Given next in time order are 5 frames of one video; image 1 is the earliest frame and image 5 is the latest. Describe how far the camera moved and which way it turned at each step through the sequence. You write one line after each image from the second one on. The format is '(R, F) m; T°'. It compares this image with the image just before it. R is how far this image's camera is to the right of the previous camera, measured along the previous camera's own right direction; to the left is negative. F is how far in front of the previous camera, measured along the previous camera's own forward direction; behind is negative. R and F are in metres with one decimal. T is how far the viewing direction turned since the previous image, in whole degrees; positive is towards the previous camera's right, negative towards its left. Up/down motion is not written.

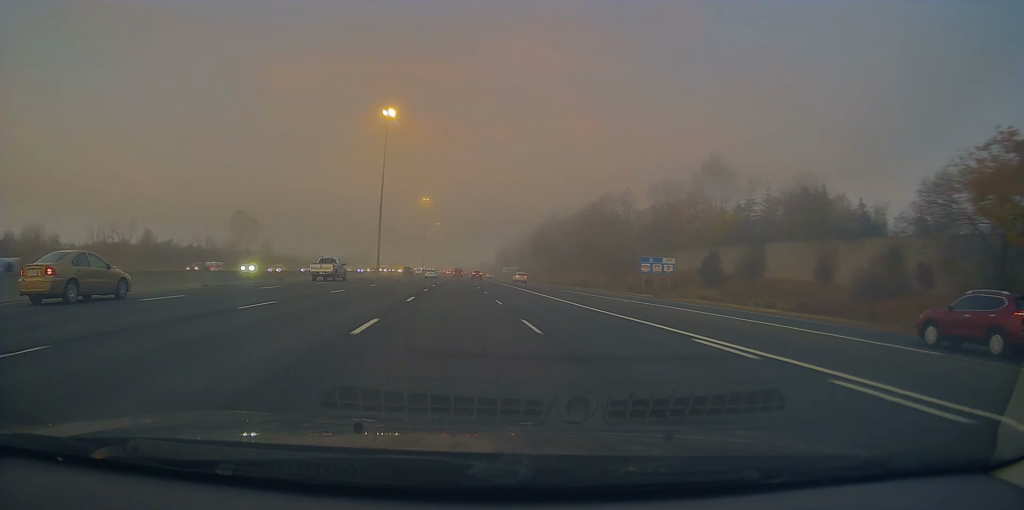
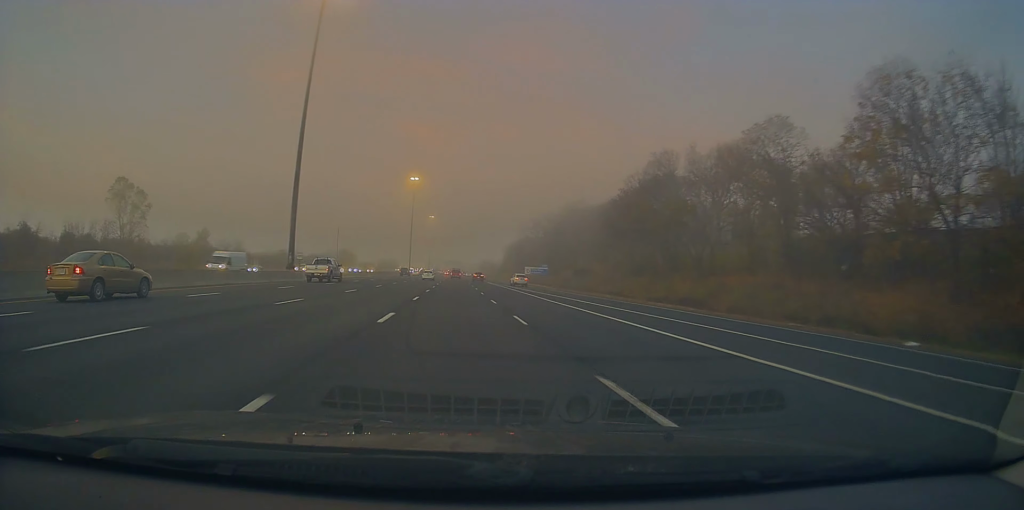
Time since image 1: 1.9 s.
(-0.7, +64.5) m; -1°
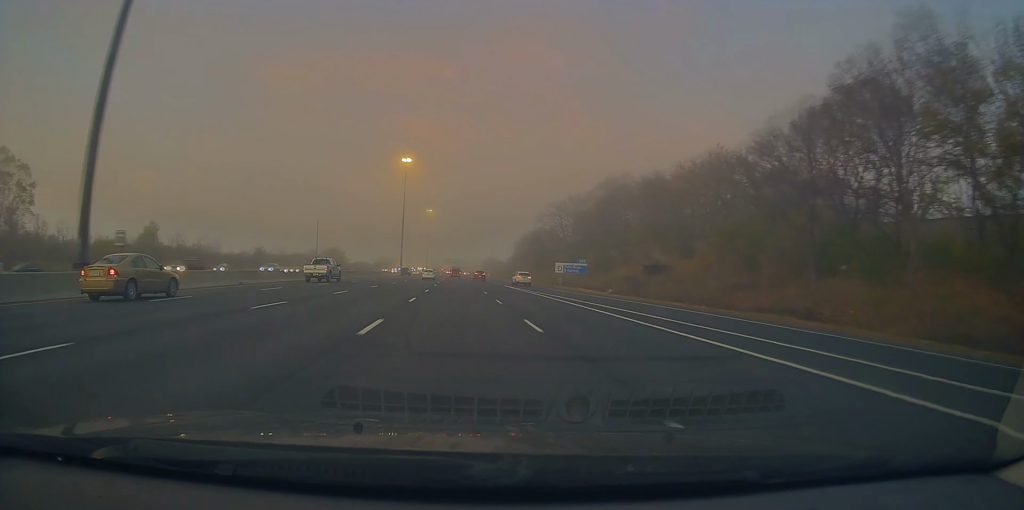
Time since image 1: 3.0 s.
(+0.1, +35.2) m; 0°
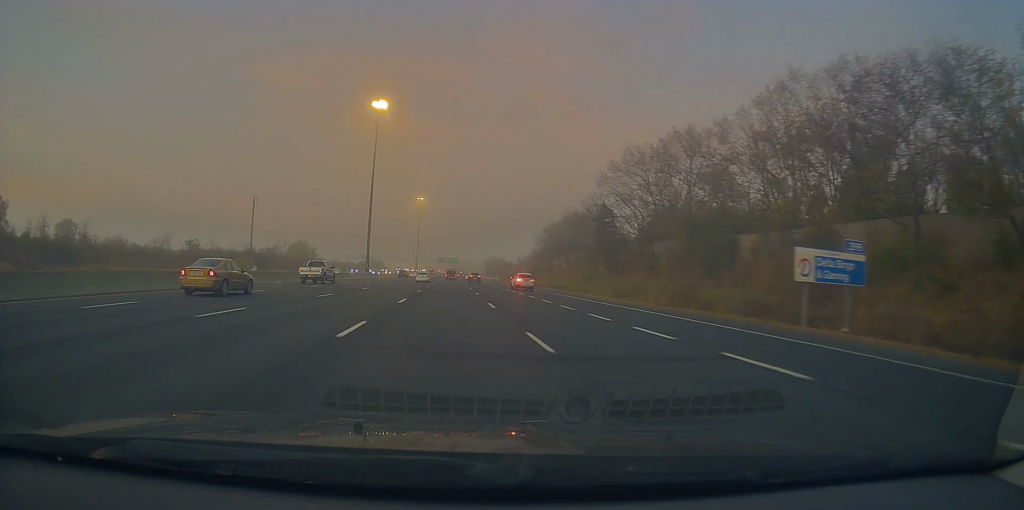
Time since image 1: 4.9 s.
(+0.3, +63.8) m; +1°
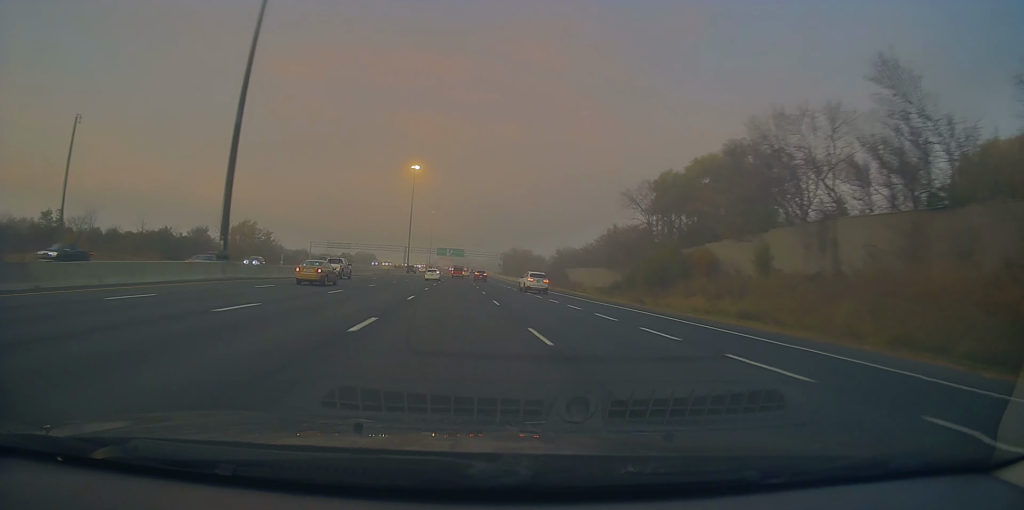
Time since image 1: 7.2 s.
(0.0, +74.8) m; -1°
